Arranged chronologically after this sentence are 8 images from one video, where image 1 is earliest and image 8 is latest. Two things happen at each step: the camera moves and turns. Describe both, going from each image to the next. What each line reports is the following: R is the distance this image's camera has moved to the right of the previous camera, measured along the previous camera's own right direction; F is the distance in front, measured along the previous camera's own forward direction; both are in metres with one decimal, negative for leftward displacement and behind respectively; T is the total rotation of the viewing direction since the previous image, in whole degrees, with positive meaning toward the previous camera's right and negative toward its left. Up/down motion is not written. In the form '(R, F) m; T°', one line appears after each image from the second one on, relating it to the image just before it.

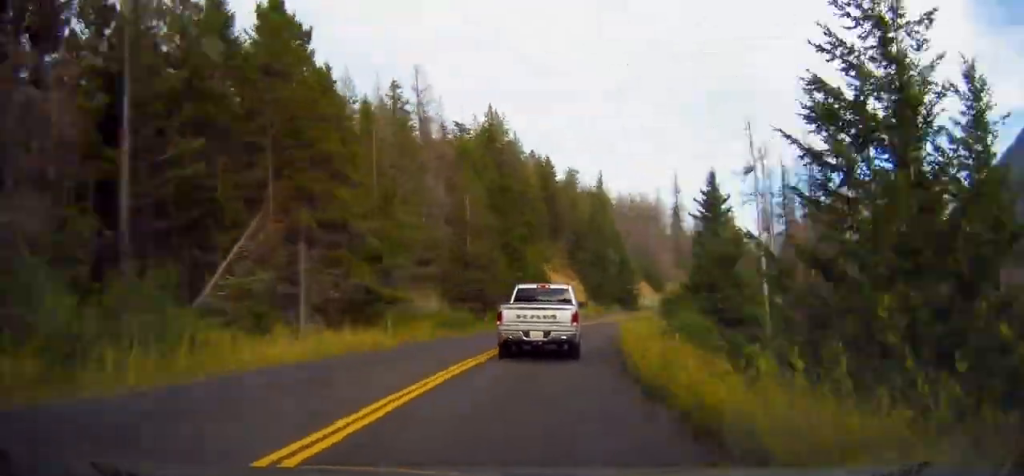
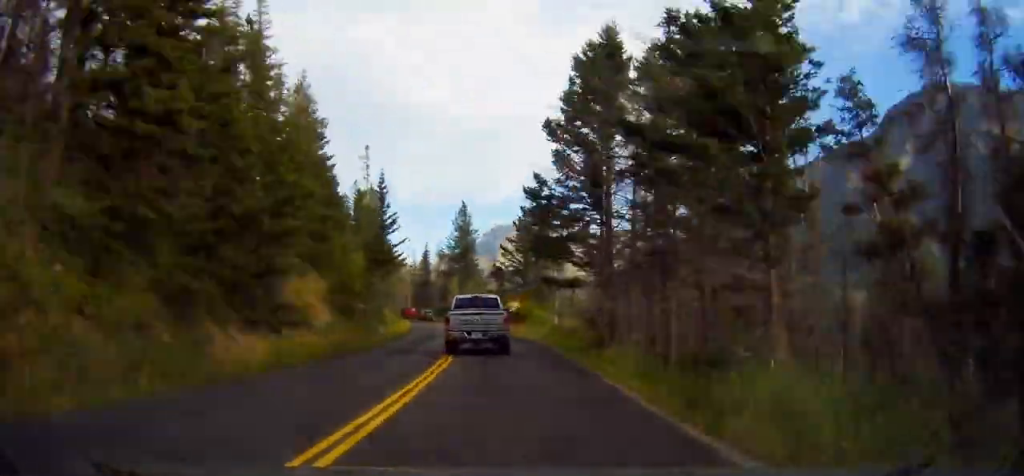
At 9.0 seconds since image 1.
(+28.2, +138.7) m; +7°
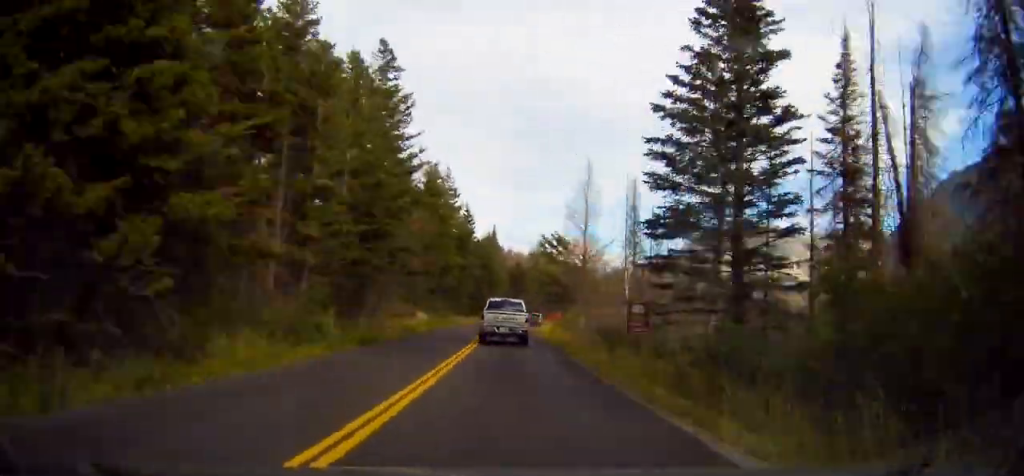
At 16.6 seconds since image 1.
(-11.0, +119.3) m; -4°
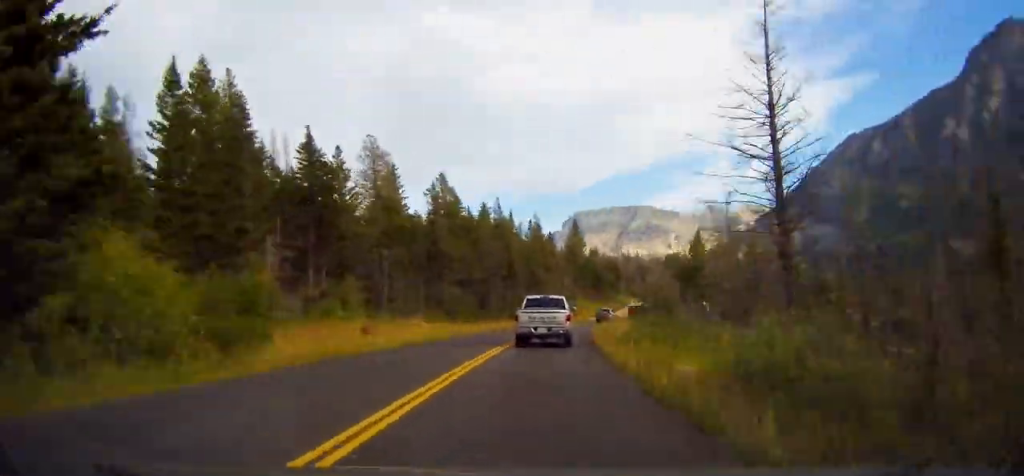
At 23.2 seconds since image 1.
(+10.2, +101.3) m; +15°
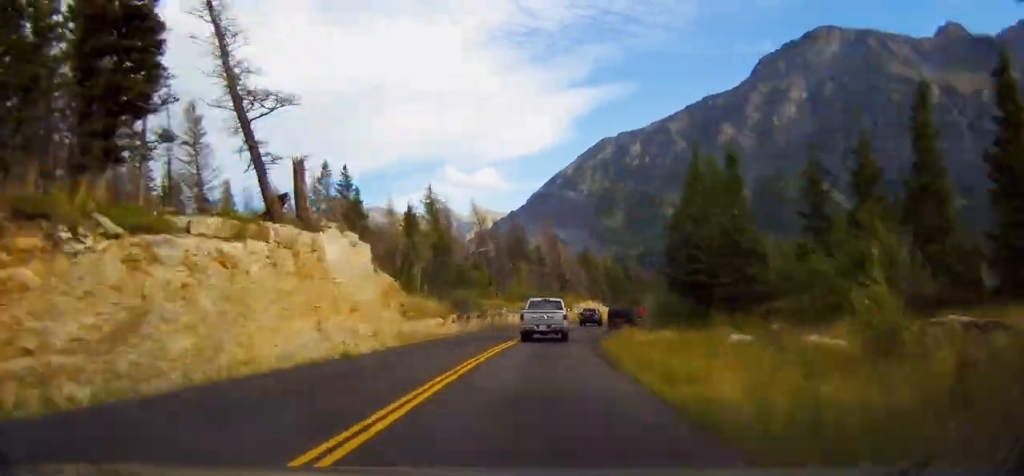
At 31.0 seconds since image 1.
(+25.4, +112.6) m; +22°
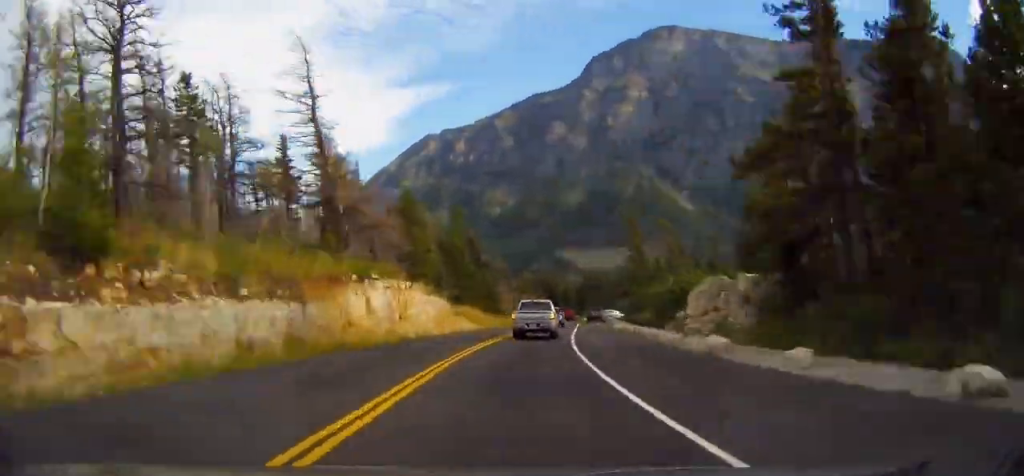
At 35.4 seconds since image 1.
(+5.9, +63.8) m; +9°
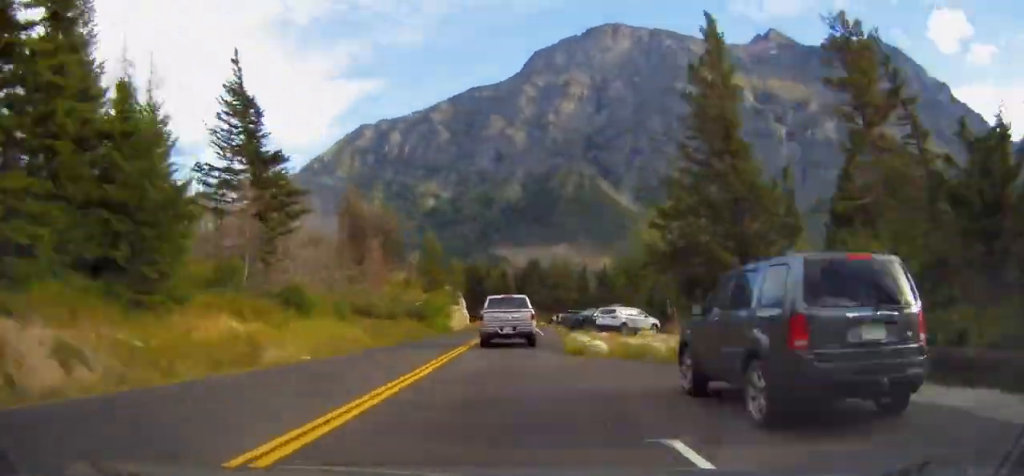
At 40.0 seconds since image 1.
(+5.0, +65.9) m; +3°
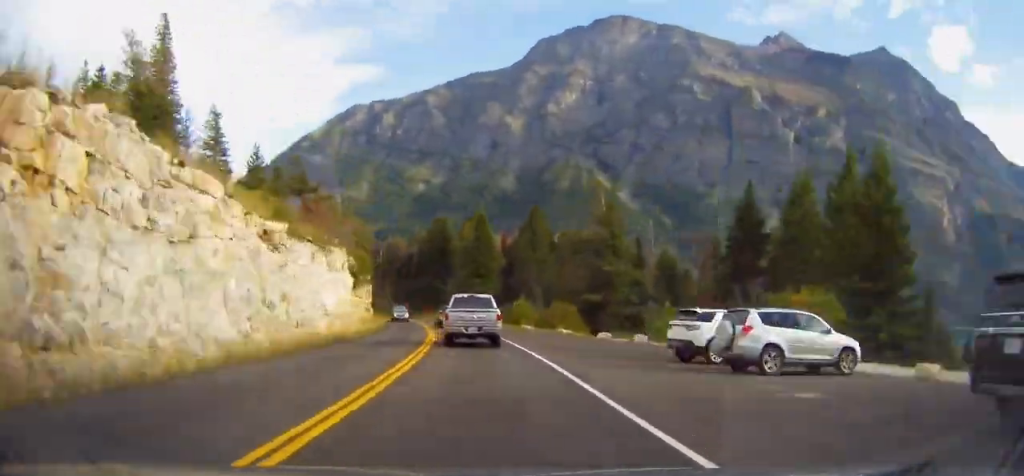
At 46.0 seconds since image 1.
(-1.5, +86.3) m; -6°
